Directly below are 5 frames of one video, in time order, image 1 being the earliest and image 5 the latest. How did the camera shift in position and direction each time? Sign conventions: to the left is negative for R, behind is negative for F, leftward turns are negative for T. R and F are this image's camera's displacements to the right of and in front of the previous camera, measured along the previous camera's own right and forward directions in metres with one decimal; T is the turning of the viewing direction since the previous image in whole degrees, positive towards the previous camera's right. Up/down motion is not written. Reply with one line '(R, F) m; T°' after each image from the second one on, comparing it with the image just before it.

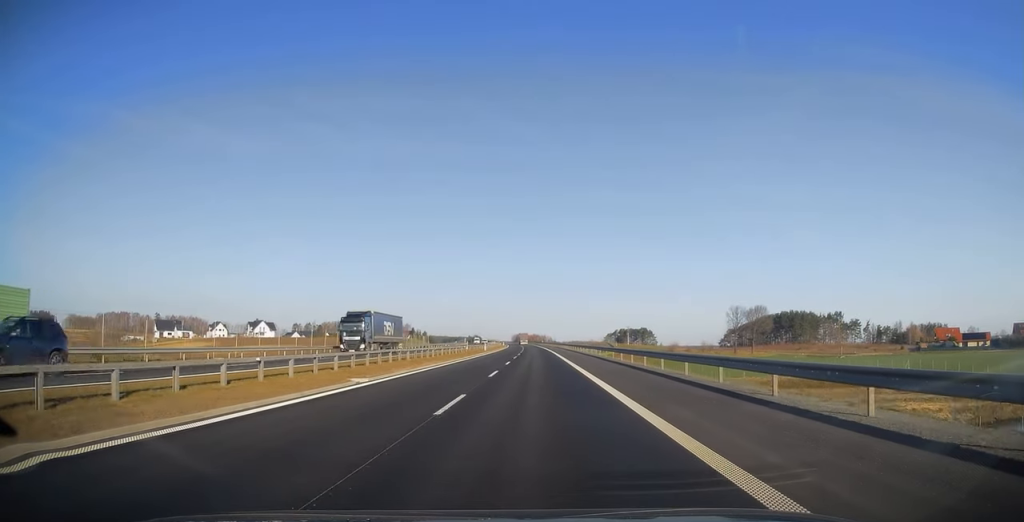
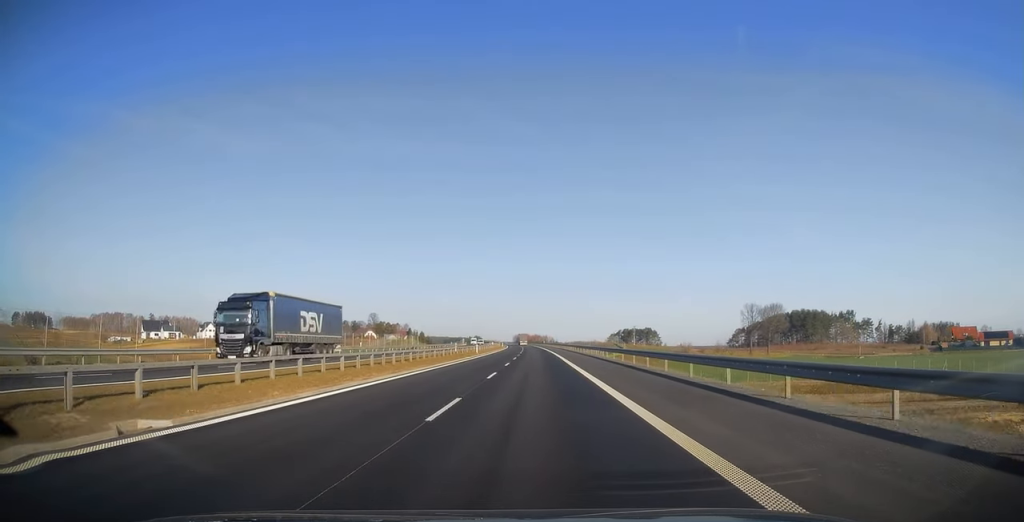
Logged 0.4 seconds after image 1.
(0.0, +12.7) m; 0°
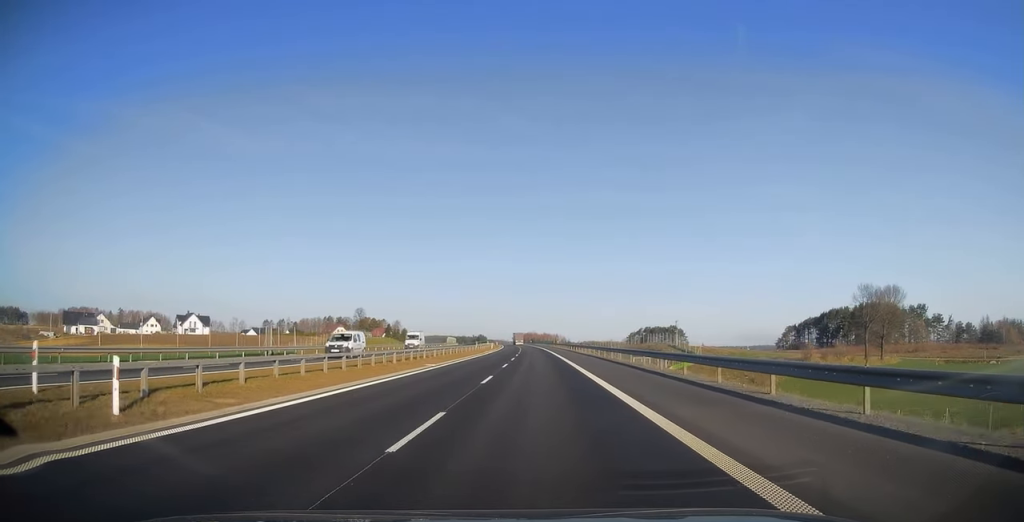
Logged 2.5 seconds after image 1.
(-0.5, +62.8) m; -1°
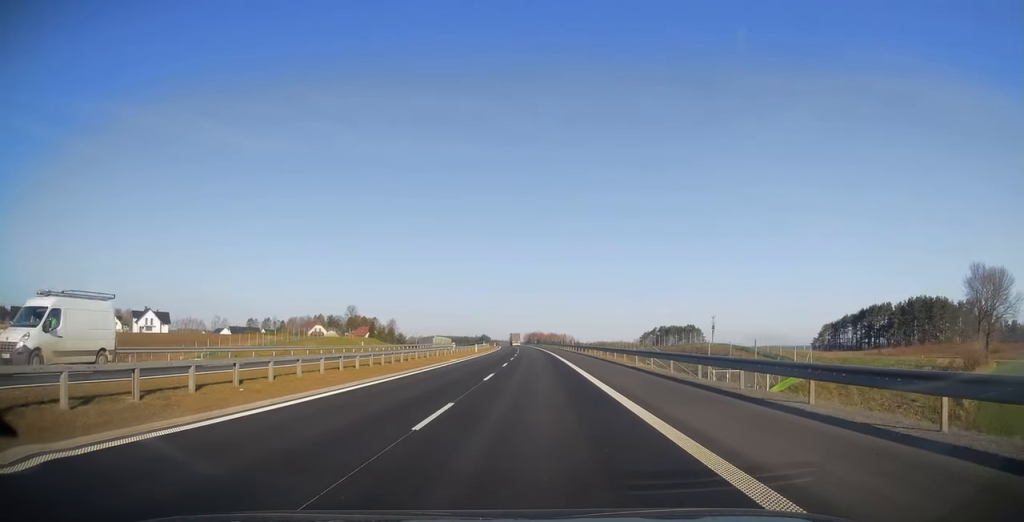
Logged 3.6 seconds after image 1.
(-0.2, +34.0) m; -1°
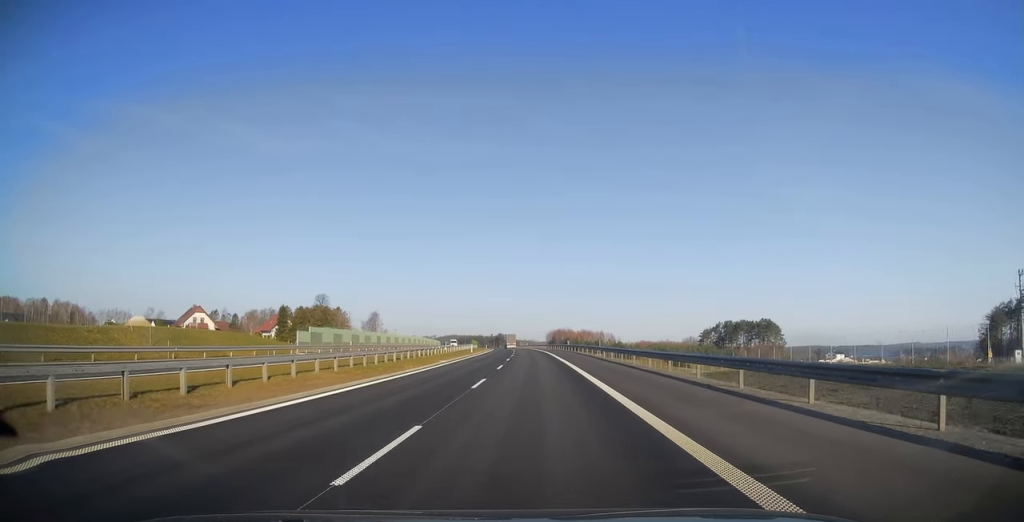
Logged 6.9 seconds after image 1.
(-0.8, +99.6) m; -2°
